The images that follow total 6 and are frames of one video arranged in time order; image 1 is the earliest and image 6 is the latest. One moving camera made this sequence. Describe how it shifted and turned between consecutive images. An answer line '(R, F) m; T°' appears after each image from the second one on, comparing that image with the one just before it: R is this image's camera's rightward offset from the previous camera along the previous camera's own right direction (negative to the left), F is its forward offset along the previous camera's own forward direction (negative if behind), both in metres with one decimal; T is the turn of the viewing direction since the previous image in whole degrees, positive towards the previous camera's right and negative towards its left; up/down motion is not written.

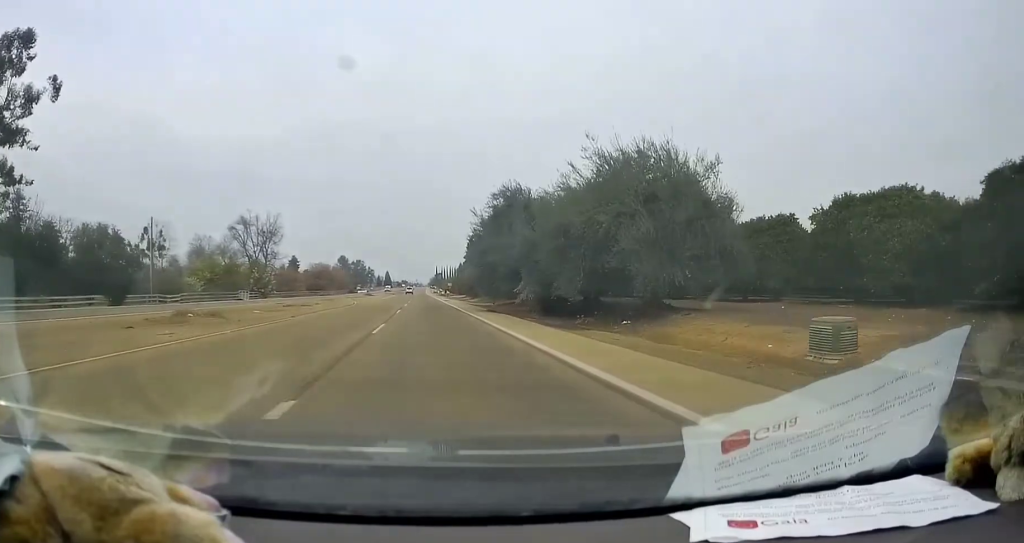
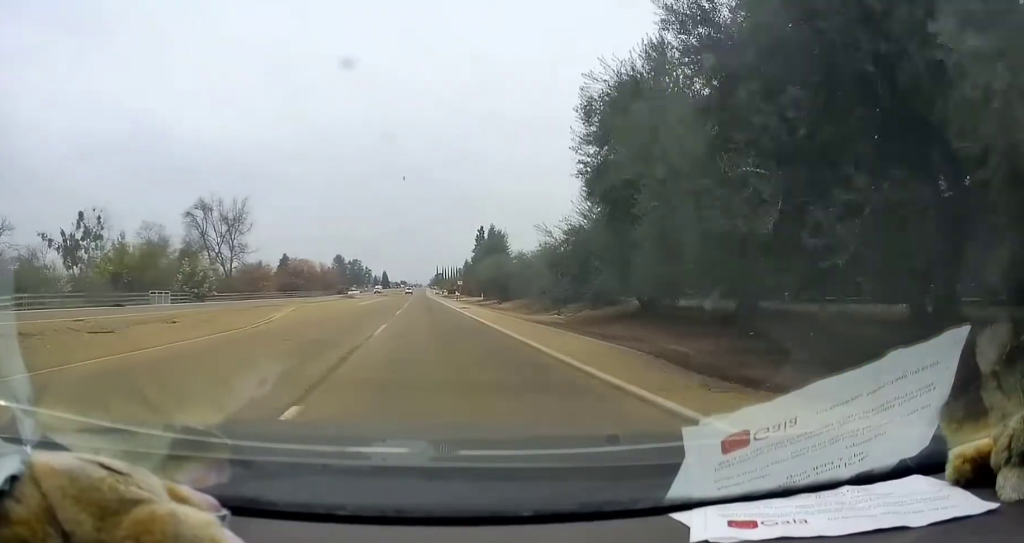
(0.0, +29.9) m; -1°
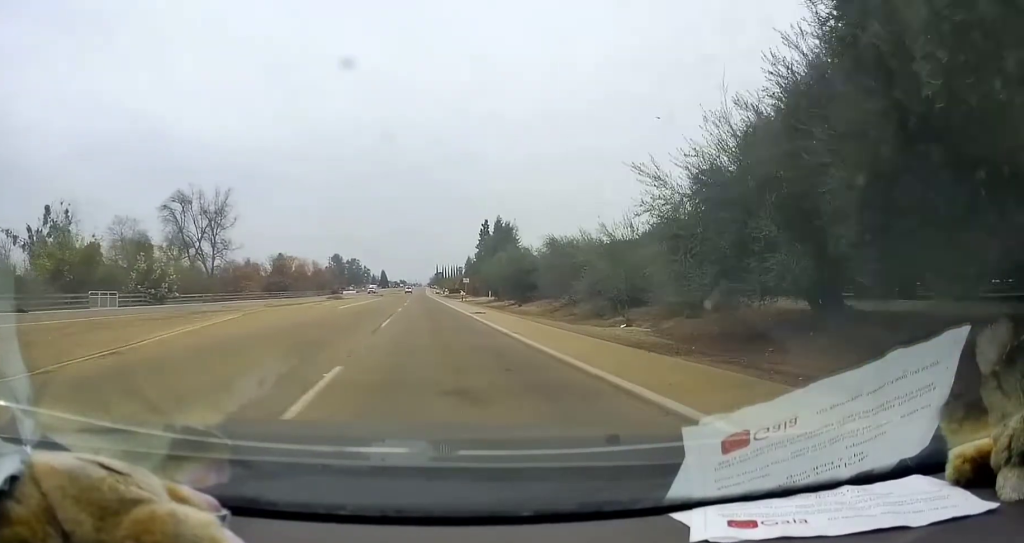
(+0.1, +11.5) m; -1°
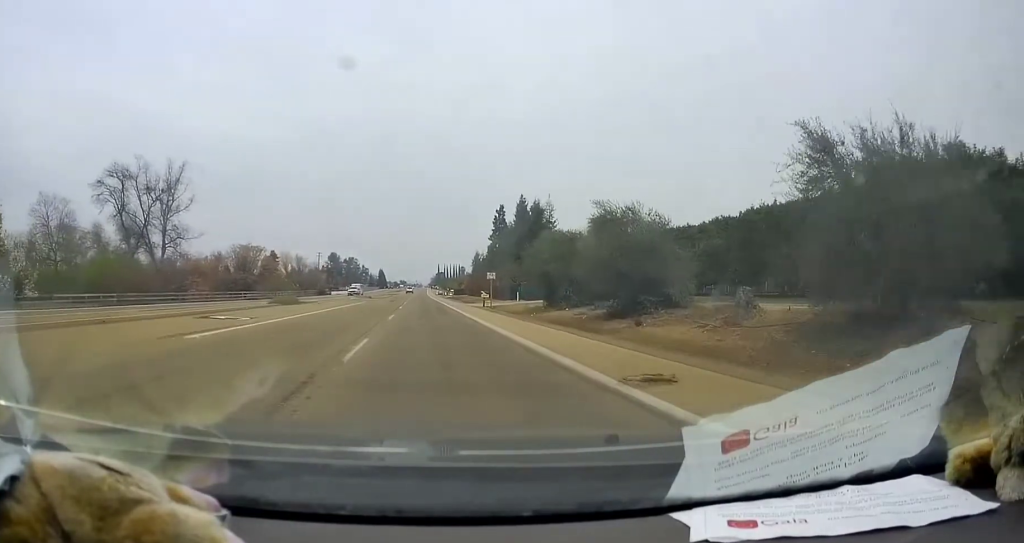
(-0.4, +24.4) m; 0°
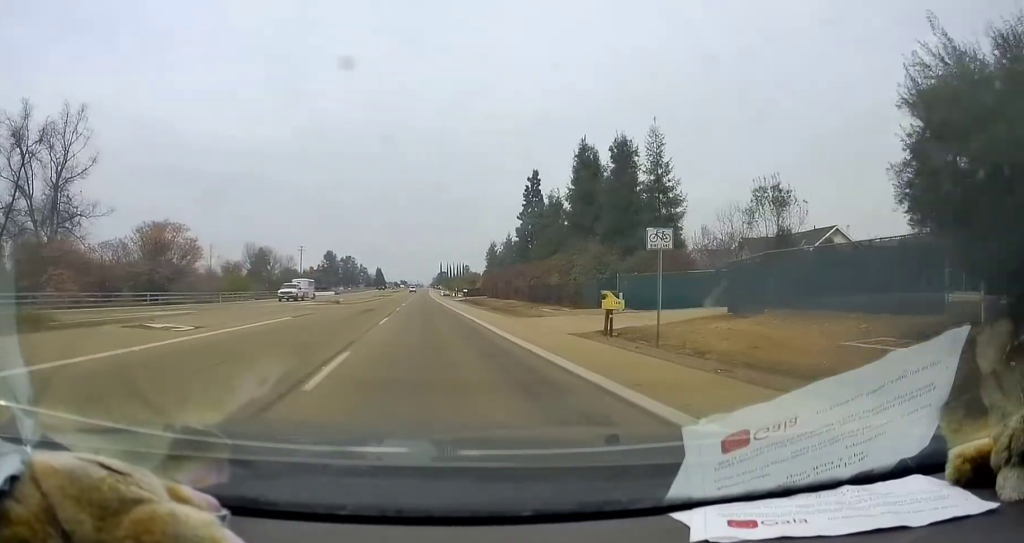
(+0.6, +32.8) m; +1°
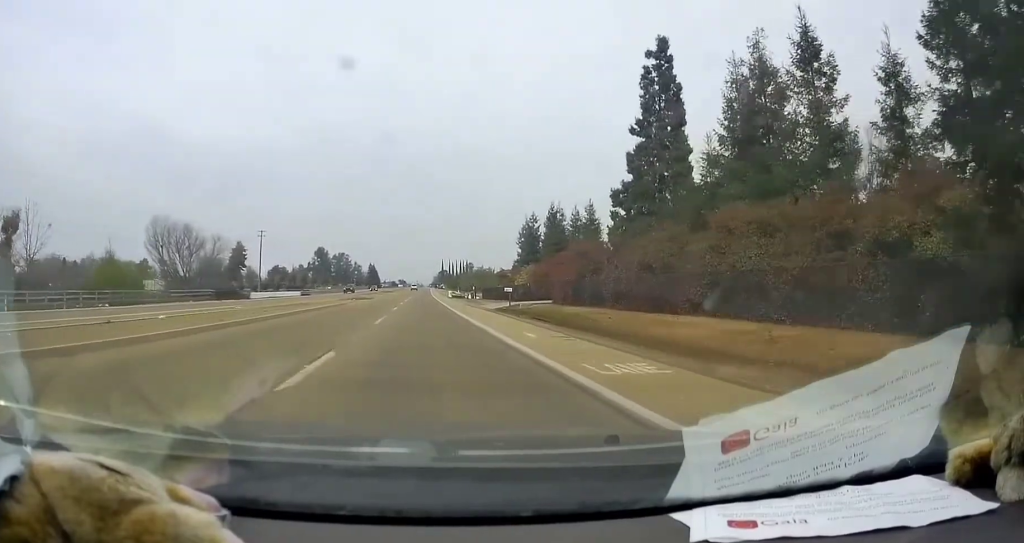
(0.0, +43.5) m; 0°
